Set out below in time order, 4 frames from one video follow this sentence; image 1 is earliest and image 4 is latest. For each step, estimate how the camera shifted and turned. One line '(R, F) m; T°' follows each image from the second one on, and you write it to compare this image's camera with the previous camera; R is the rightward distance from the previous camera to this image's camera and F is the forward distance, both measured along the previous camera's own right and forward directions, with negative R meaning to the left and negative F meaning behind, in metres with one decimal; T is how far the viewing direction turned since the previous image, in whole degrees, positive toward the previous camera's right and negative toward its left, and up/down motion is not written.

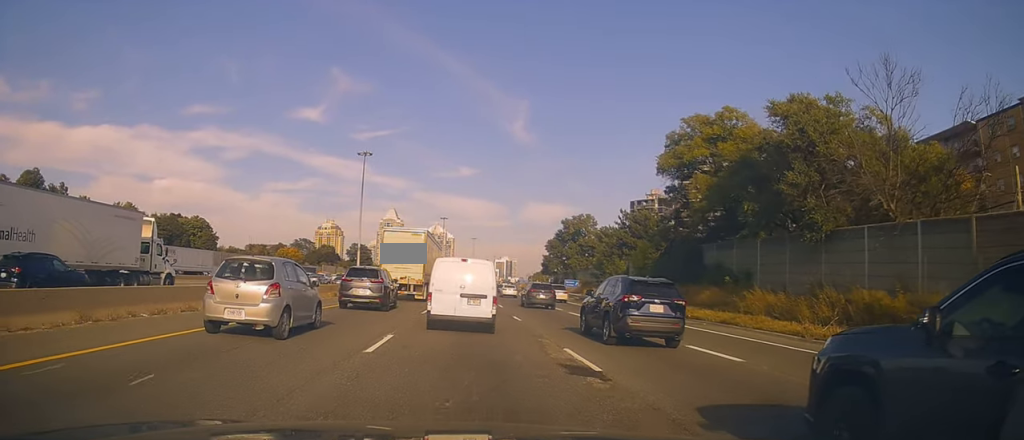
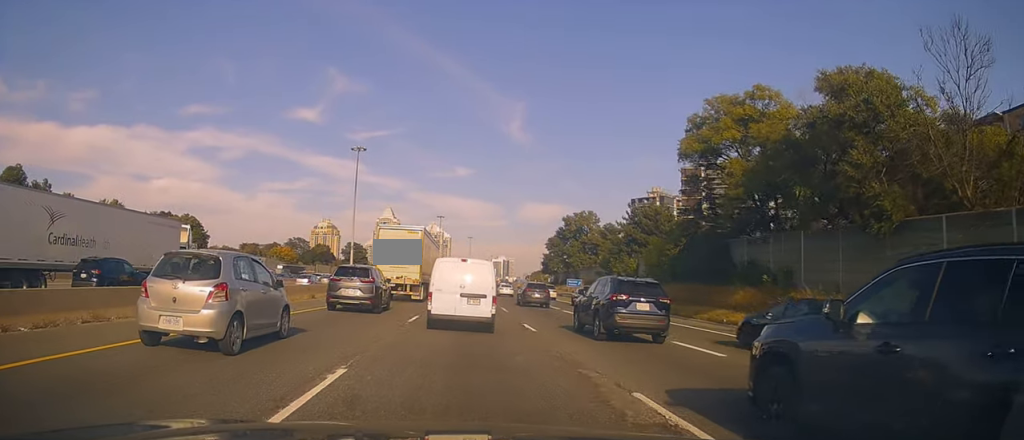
(0.0, +5.3) m; 0°
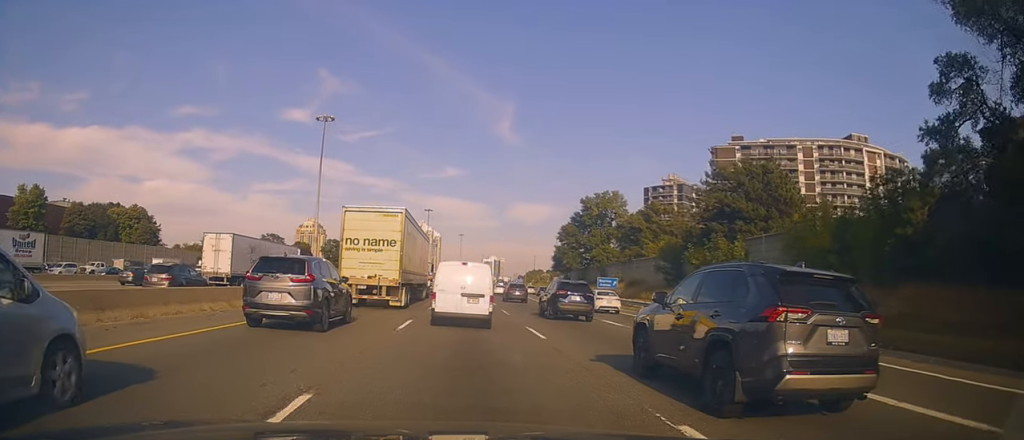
(+0.2, +25.5) m; 0°
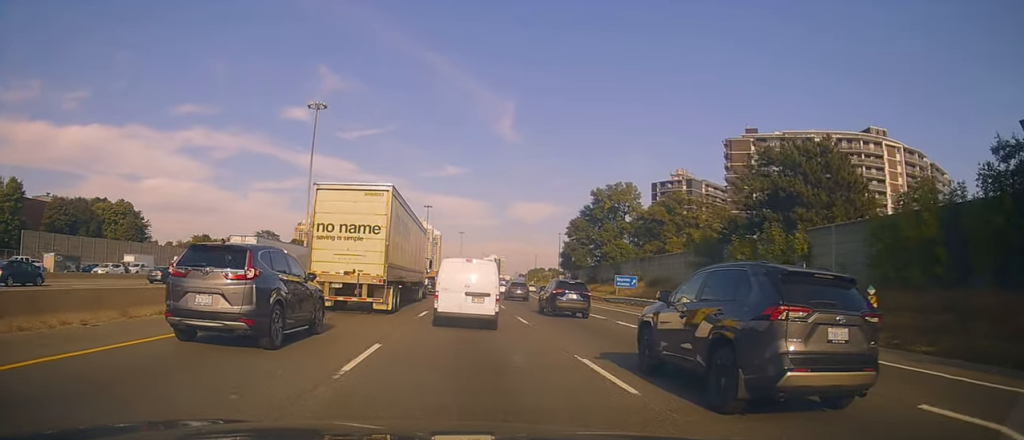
(+0.1, +7.0) m; 0°
